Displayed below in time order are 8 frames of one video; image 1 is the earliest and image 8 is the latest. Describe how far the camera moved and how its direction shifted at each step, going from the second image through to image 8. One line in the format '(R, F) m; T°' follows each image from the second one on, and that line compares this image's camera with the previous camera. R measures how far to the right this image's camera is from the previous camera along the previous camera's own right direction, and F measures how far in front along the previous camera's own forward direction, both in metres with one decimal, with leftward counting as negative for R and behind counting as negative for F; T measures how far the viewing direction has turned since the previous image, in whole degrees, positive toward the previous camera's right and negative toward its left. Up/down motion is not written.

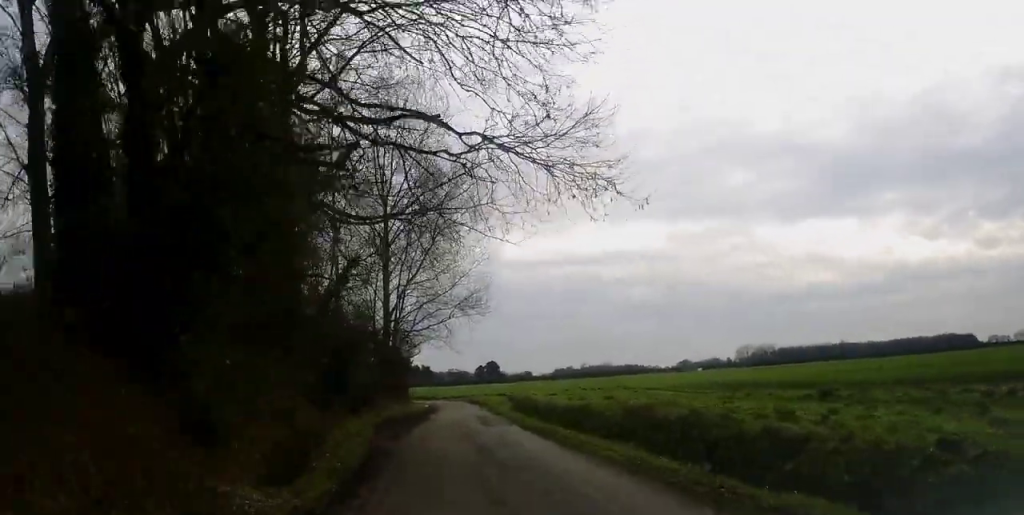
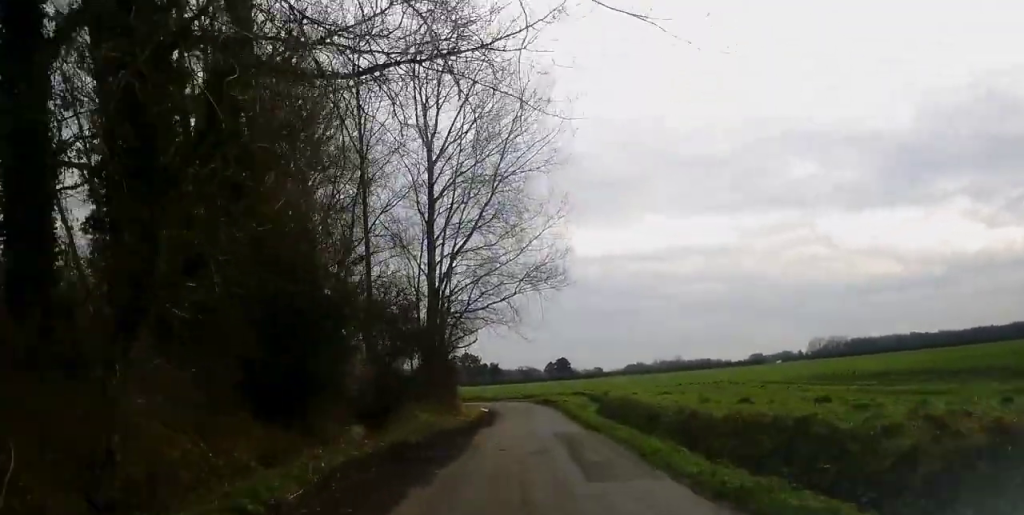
(-0.6, +14.2) m; -5°
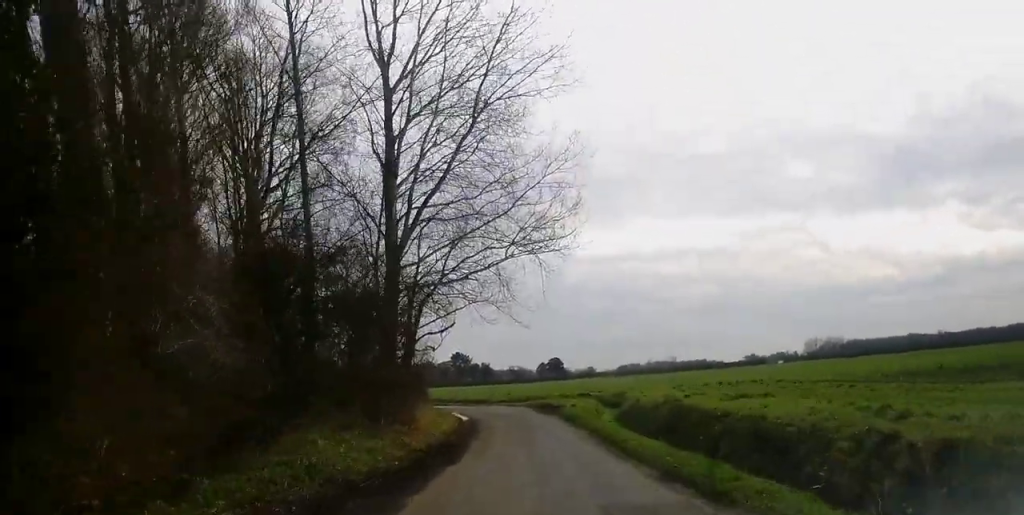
(-0.4, +12.3) m; 0°
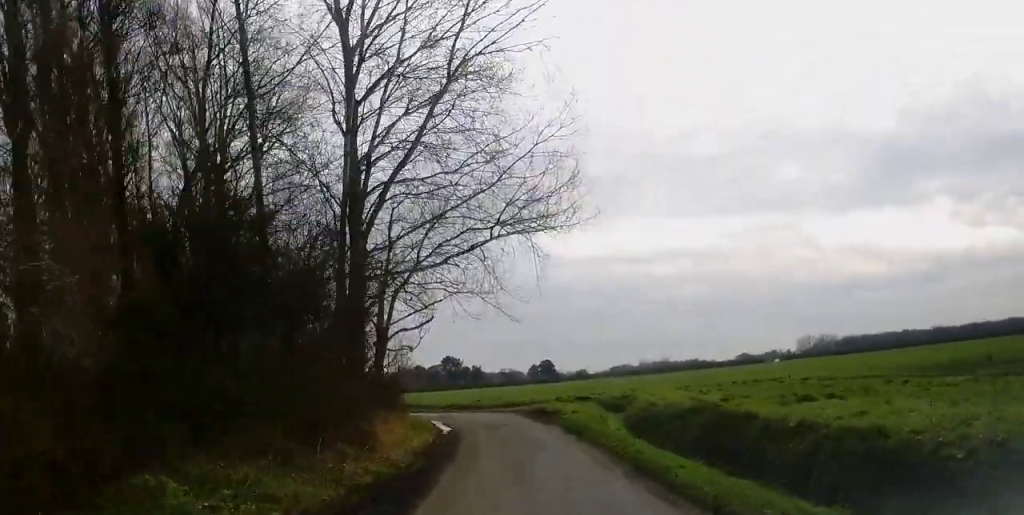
(+0.1, +5.4) m; +1°
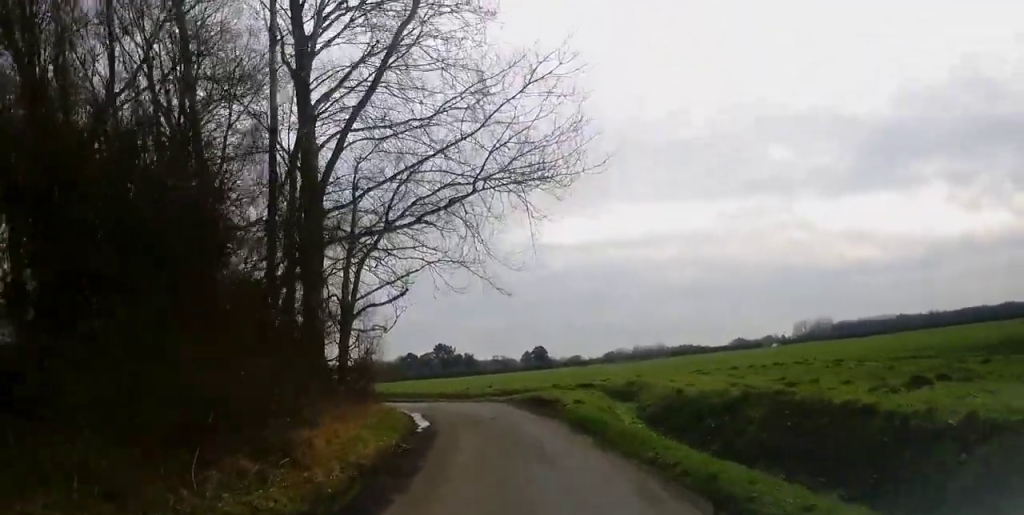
(0.0, +5.3) m; 0°
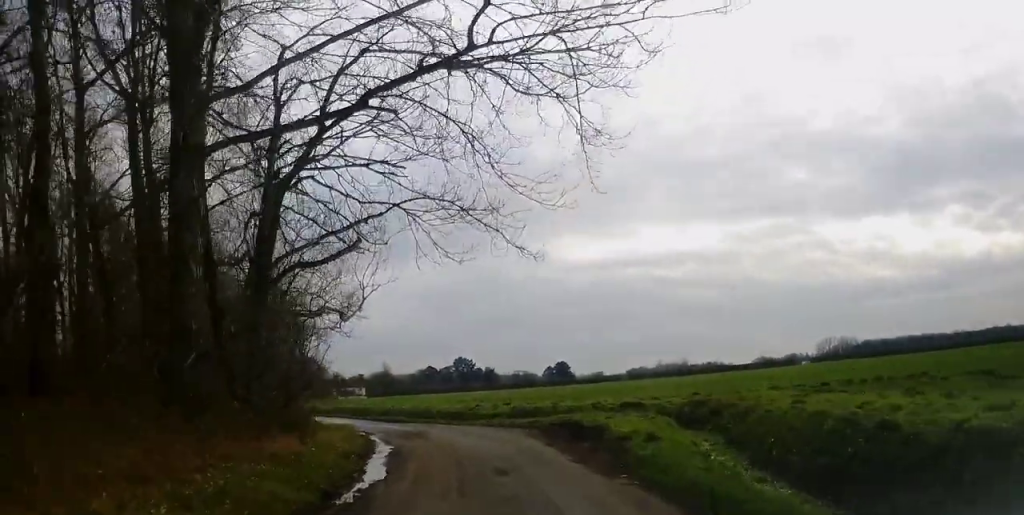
(0.0, +11.6) m; -2°
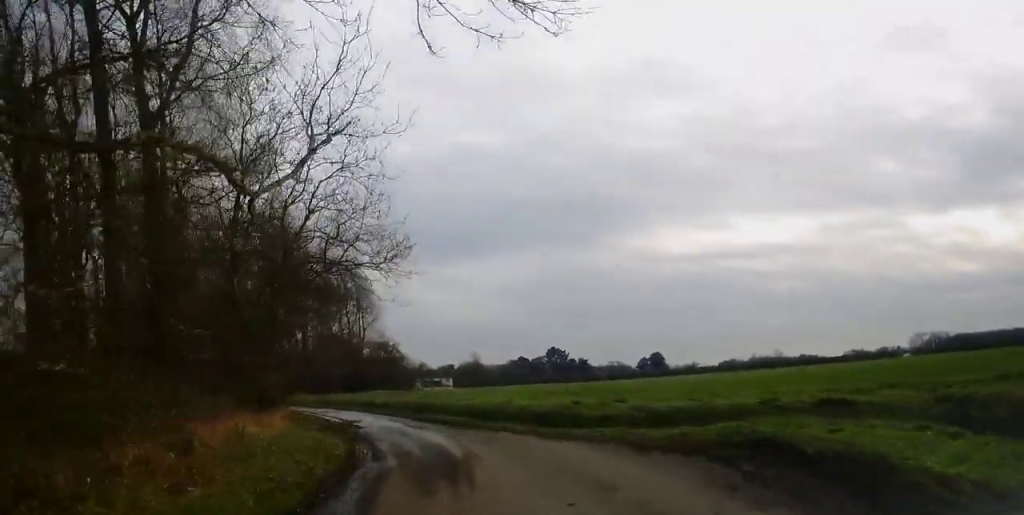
(-0.5, +13.3) m; -6°
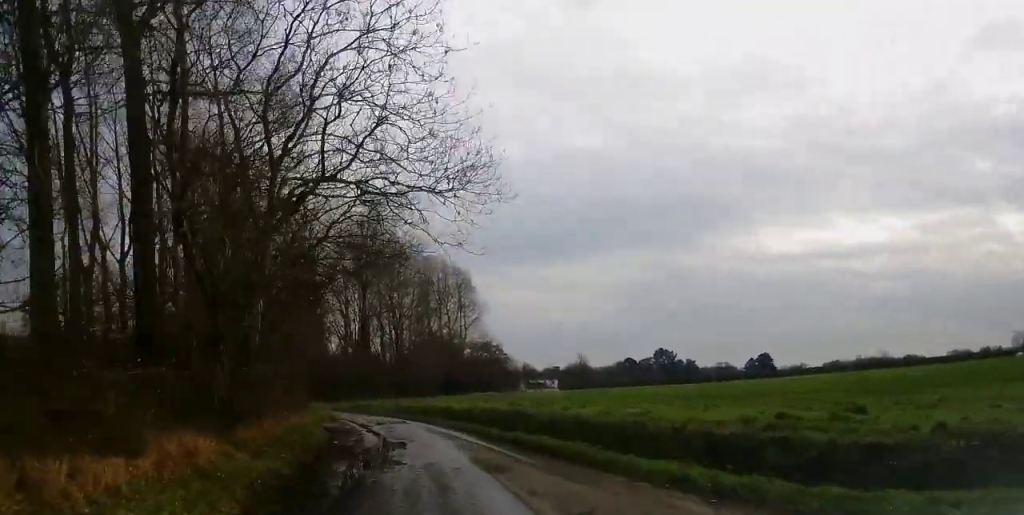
(-0.5, +12.1) m; -6°
